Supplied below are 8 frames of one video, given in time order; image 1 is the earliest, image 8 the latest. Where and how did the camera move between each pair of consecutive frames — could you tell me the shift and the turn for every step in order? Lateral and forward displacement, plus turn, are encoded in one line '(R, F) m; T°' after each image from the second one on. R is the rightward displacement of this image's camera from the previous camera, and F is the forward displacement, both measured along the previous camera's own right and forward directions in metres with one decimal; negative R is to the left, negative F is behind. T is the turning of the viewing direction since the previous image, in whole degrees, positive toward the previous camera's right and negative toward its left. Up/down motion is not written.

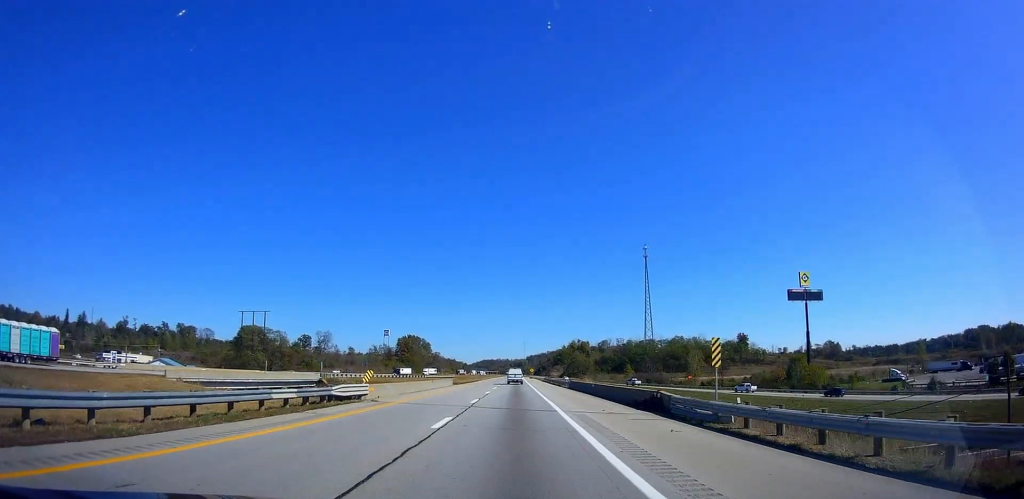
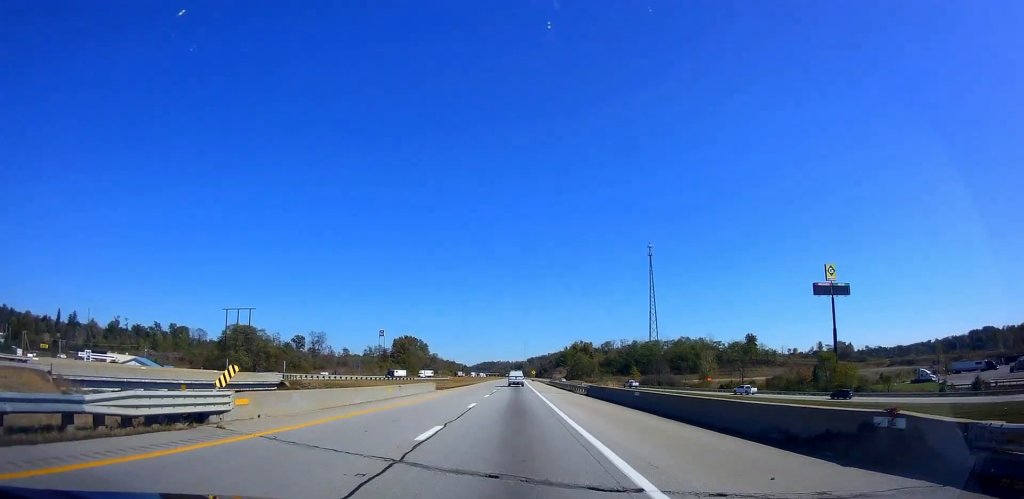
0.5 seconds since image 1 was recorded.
(0.0, +14.6) m; 0°
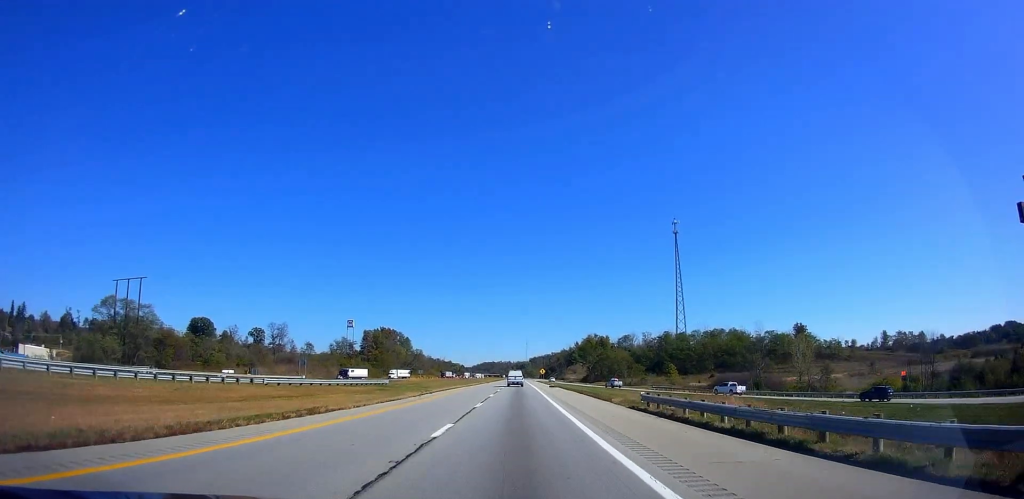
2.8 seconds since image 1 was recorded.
(-1.2, +71.9) m; 0°
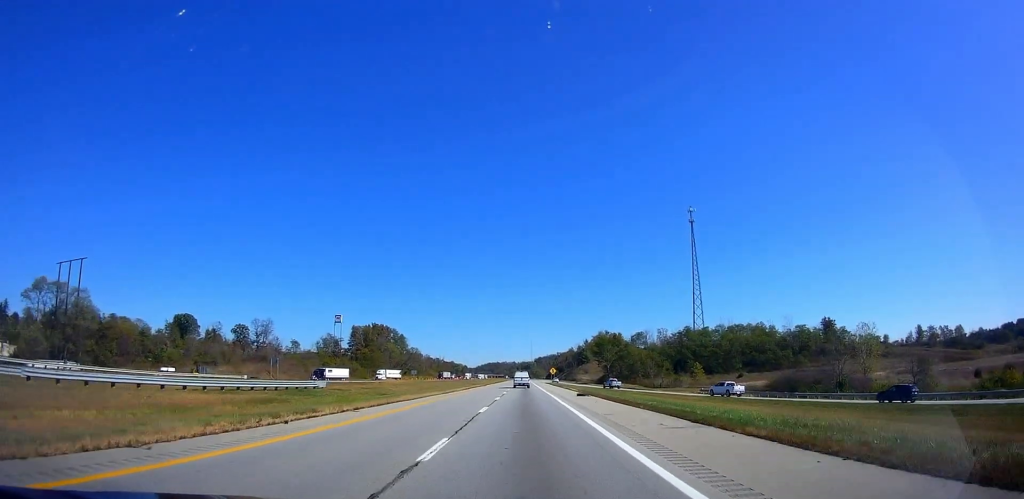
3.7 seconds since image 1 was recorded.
(+0.4, +28.3) m; 0°
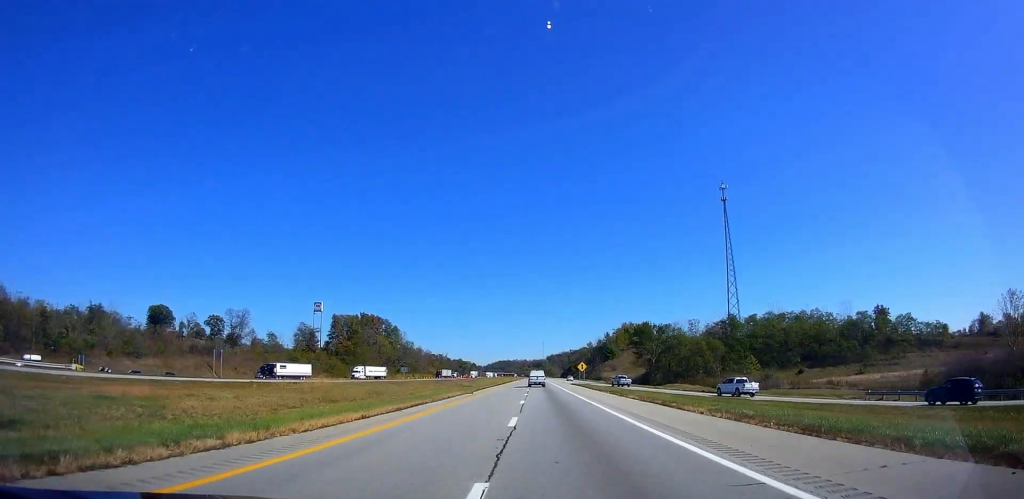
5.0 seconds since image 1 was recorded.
(-1.0, +42.1) m; -1°
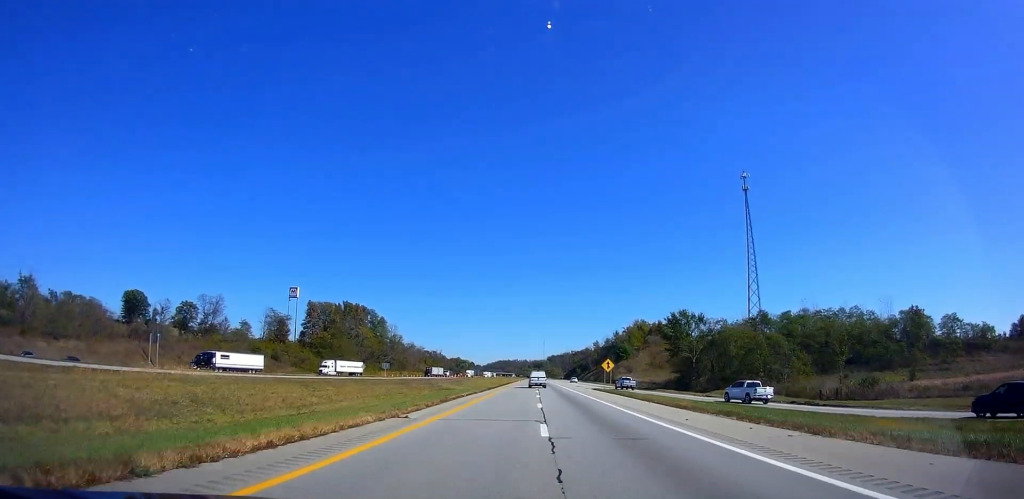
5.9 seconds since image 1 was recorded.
(+0.6, +27.6) m; 0°
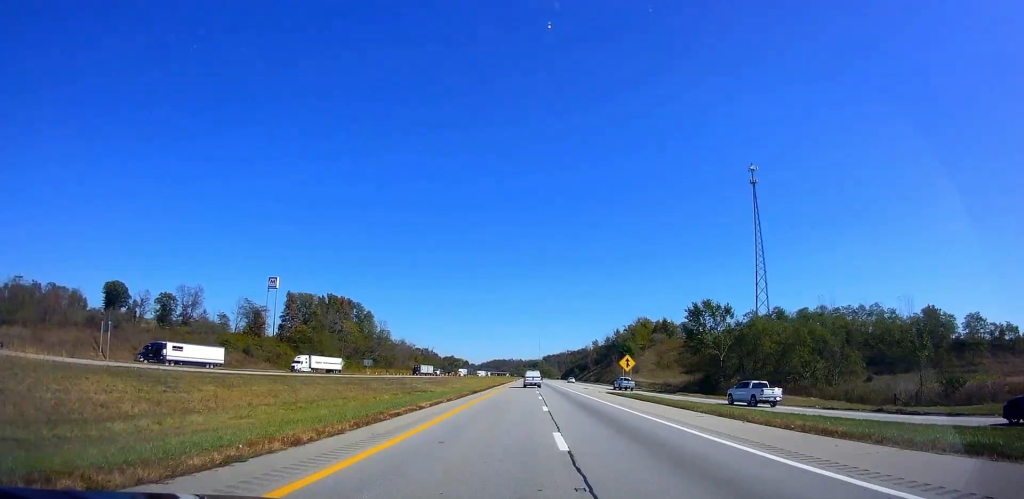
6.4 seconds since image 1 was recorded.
(+0.1, +14.9) m; 0°
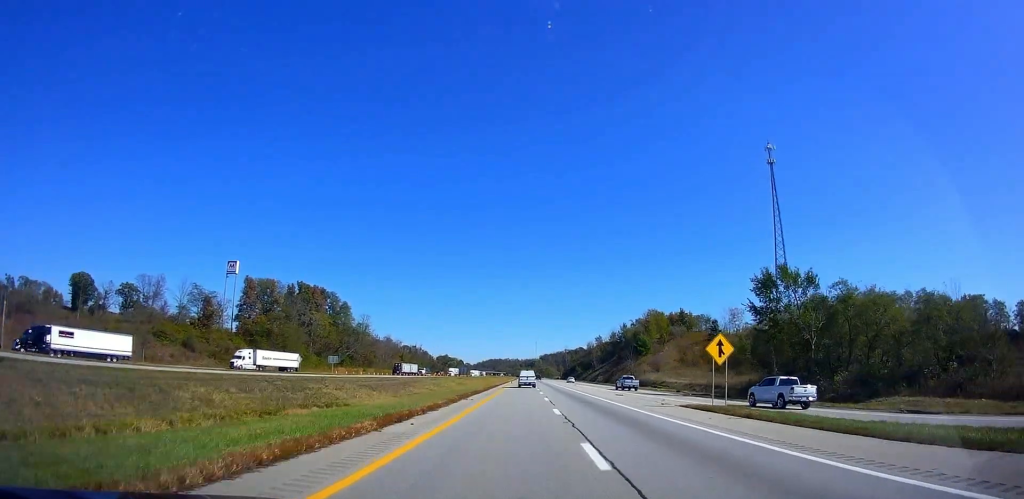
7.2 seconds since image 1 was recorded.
(-0.7, +26.8) m; 0°
